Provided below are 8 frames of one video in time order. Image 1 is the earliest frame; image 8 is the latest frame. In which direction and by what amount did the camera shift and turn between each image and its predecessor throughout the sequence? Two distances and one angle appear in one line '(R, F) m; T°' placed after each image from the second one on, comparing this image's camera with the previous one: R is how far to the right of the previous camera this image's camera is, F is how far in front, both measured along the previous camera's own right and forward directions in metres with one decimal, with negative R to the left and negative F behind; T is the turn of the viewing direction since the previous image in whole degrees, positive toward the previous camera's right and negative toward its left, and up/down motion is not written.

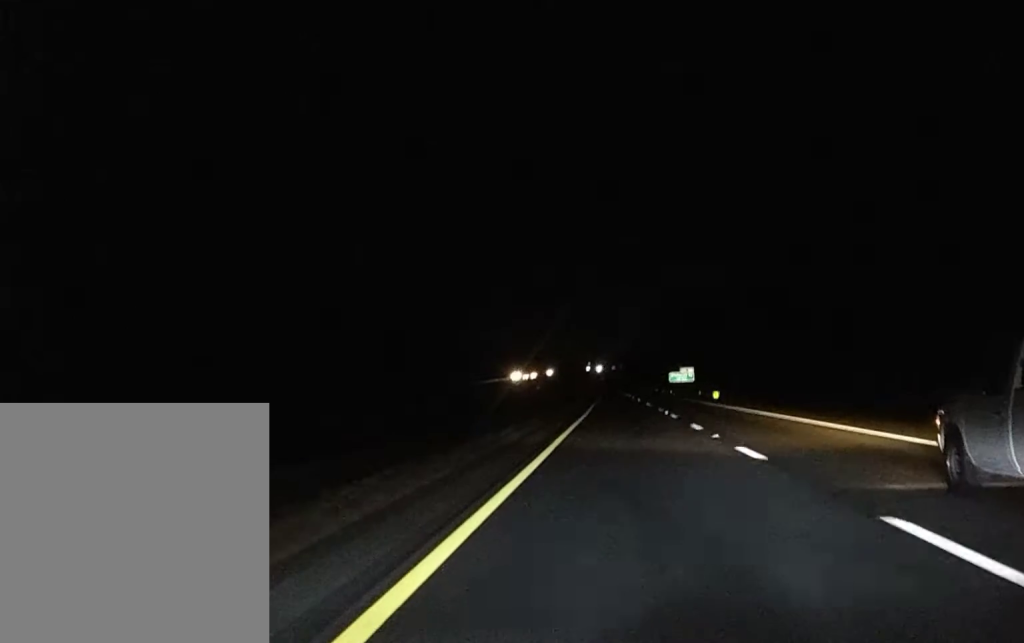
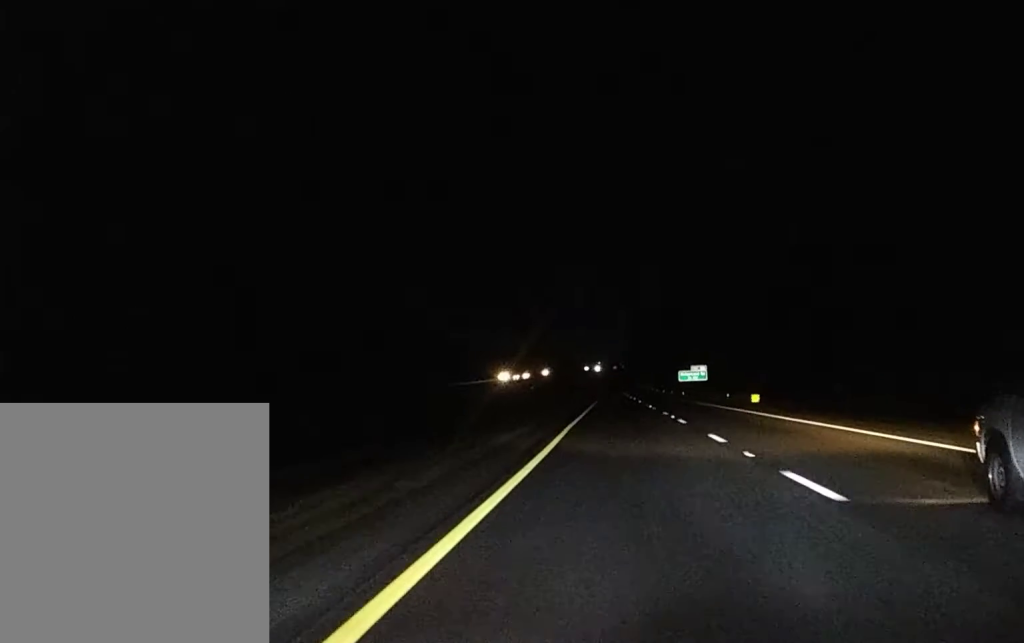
(-0.1, +34.1) m; 0°
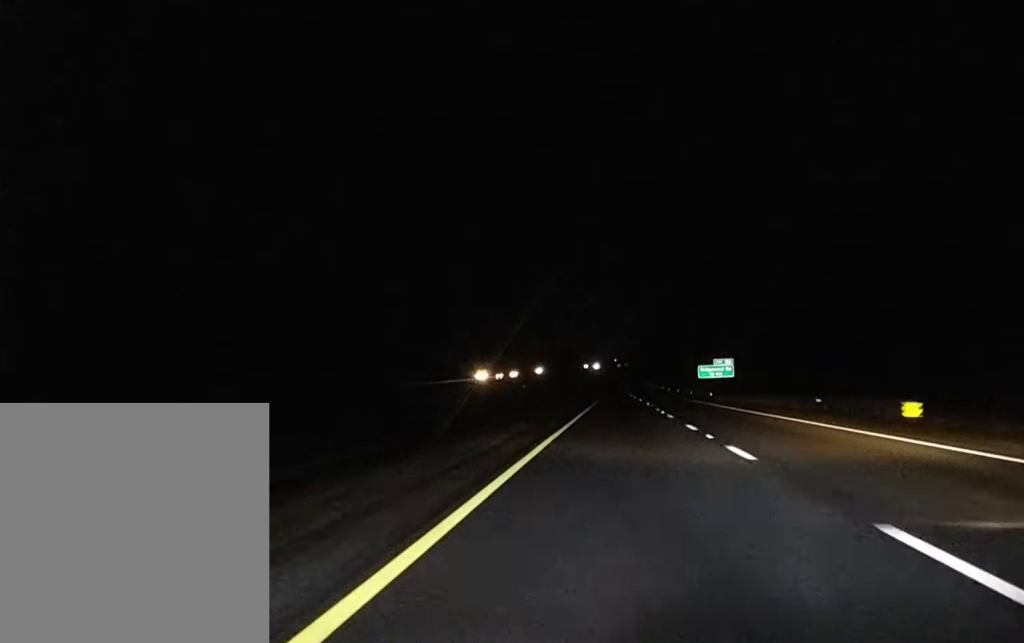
(-0.1, +41.5) m; 0°
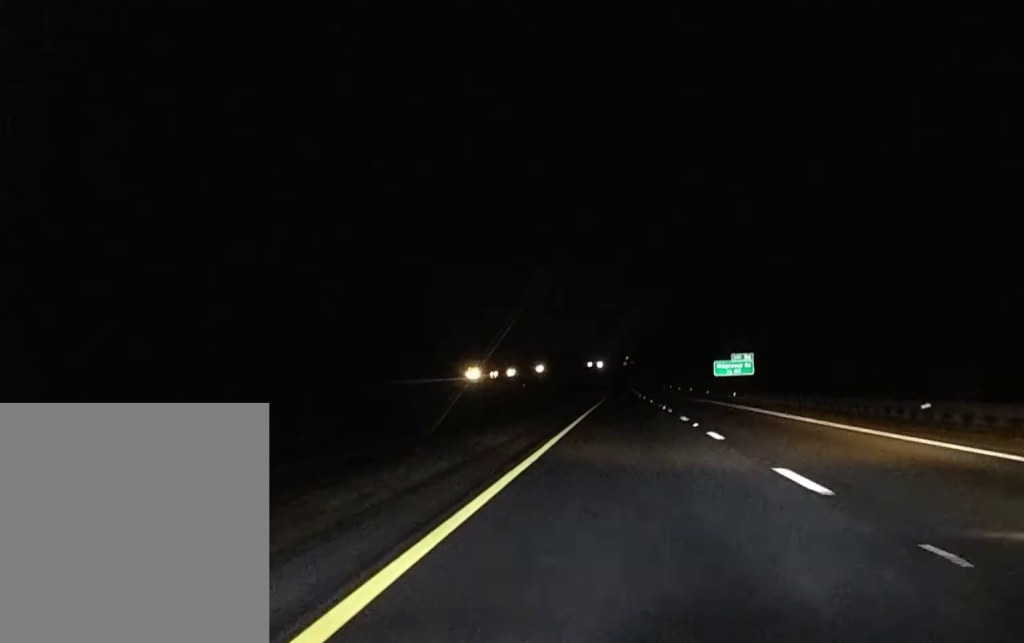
(0.0, +16.9) m; 0°
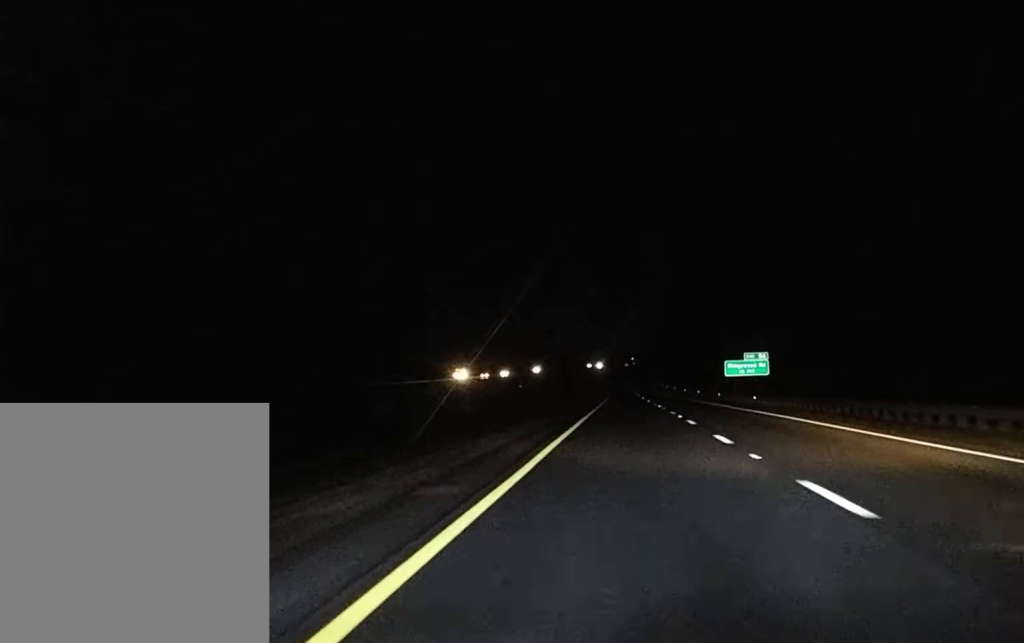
(0.0, +14.7) m; 0°
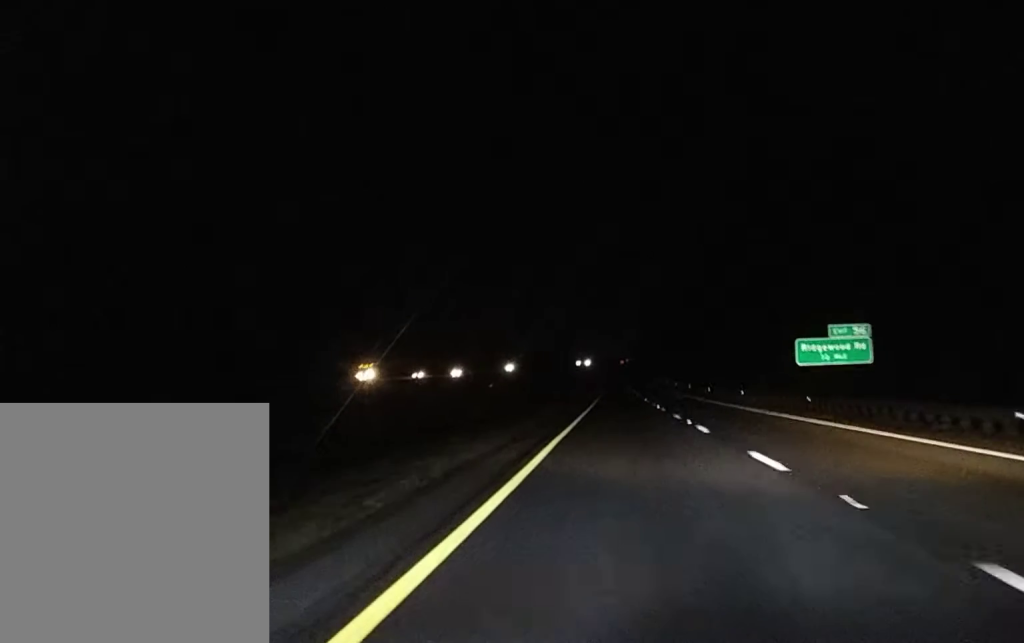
(+0.2, +53.8) m; 0°
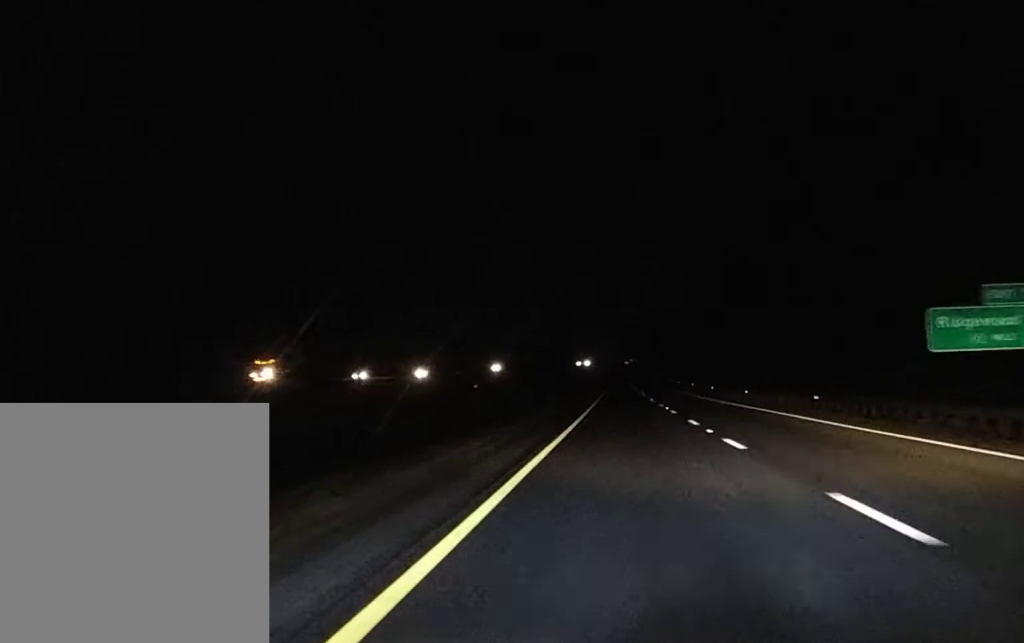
(-0.1, +29.9) m; -1°
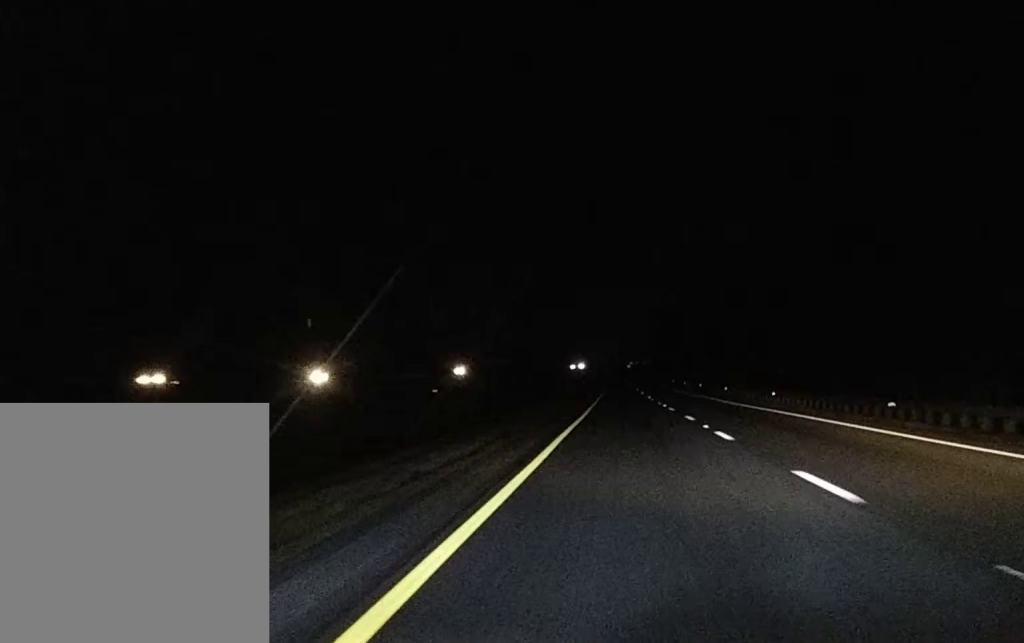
(-0.3, +42.9) m; 0°
